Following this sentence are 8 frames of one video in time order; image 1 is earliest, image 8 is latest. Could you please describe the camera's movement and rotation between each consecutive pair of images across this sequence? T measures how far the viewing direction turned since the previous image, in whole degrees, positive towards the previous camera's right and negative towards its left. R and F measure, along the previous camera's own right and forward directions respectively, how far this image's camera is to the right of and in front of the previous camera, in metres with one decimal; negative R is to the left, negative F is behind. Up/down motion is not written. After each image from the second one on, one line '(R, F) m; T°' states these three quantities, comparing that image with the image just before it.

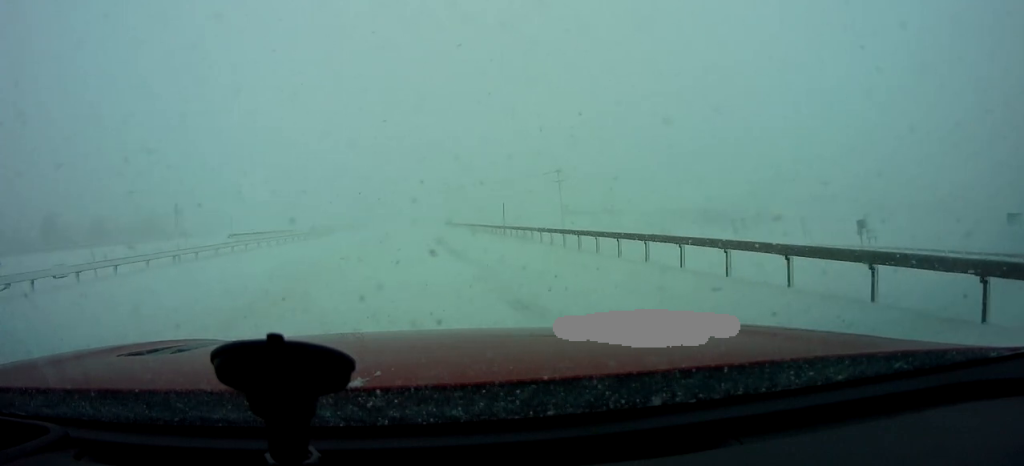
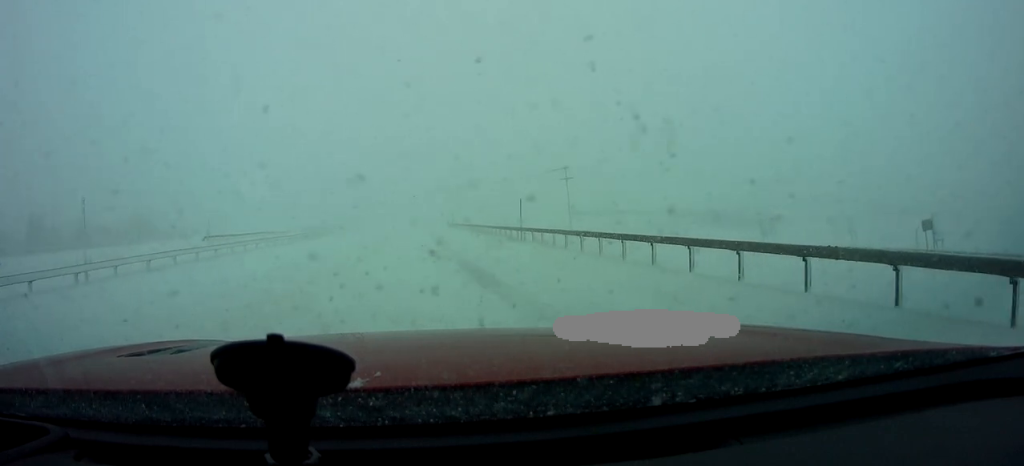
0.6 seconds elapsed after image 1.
(-0.1, +5.8) m; -1°
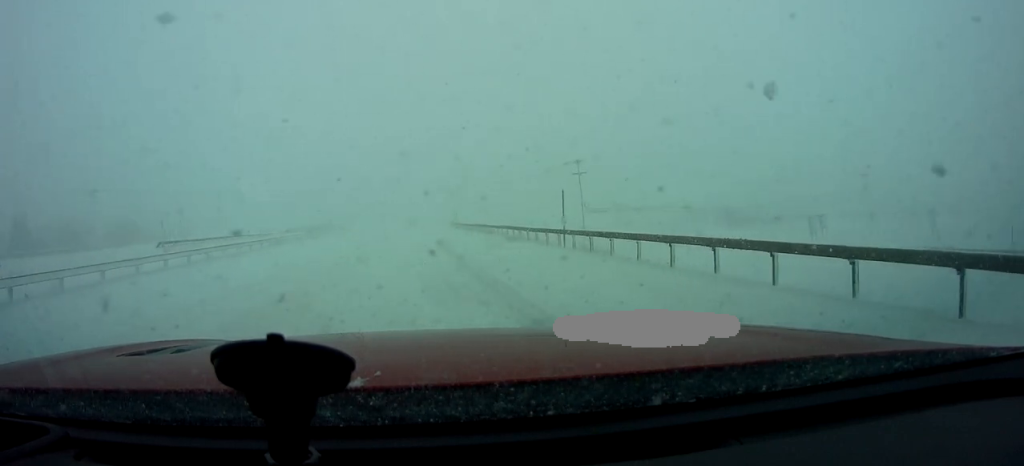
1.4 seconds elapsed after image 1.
(-0.1, +8.2) m; 0°
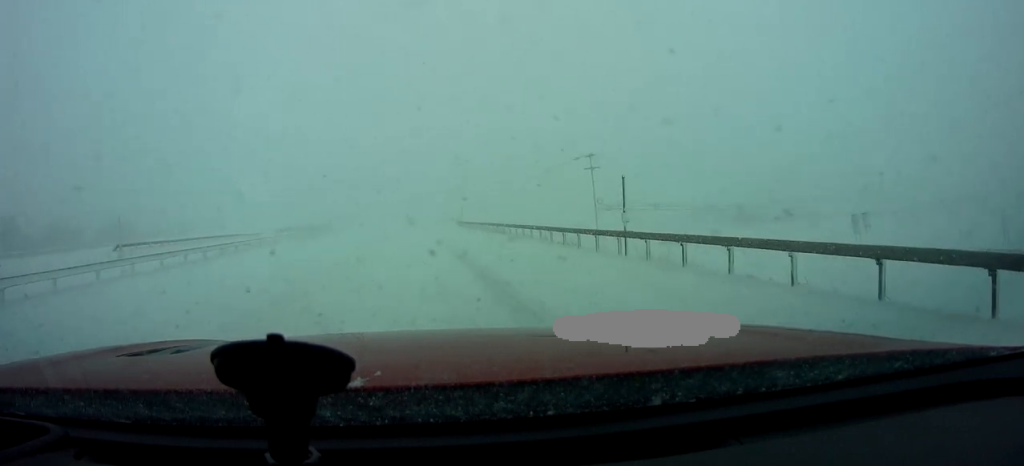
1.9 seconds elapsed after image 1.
(0.0, +5.9) m; +1°
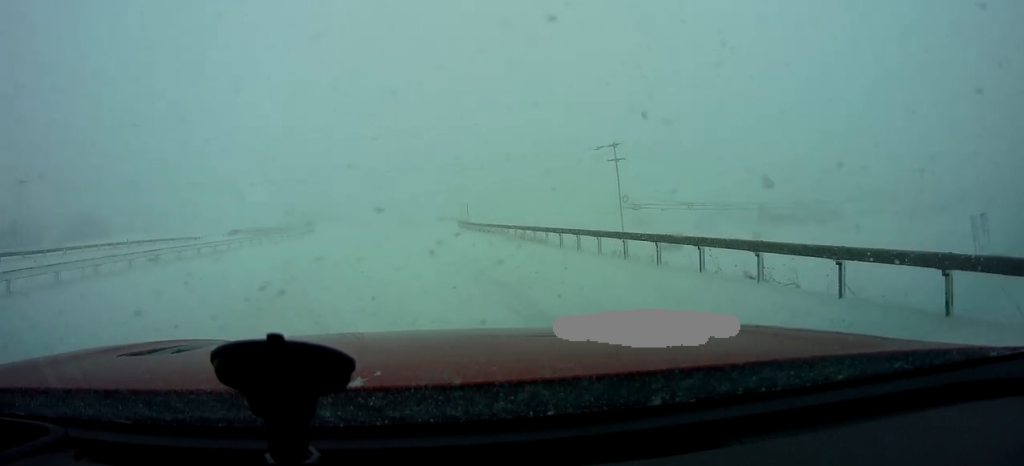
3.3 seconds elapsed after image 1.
(+0.2, +14.2) m; 0°
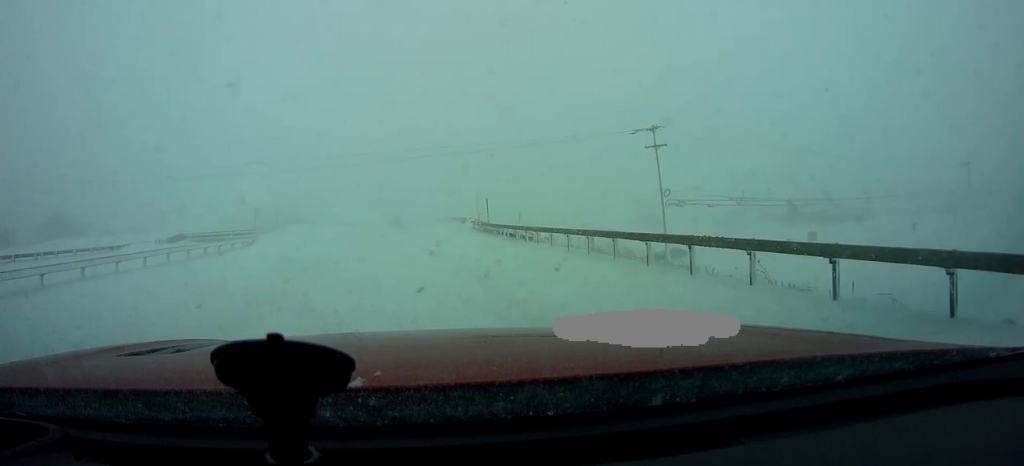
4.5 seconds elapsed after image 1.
(0.0, +12.8) m; 0°
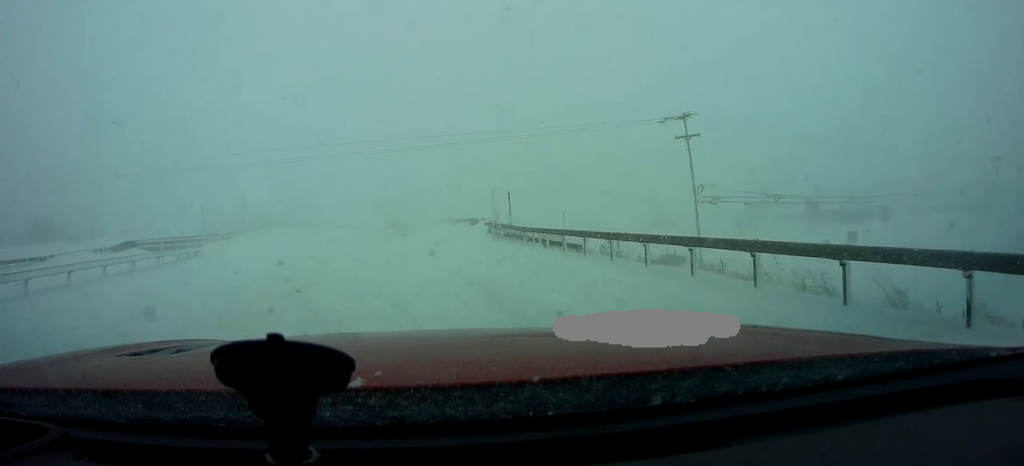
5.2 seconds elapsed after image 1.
(+0.1, +7.6) m; 0°
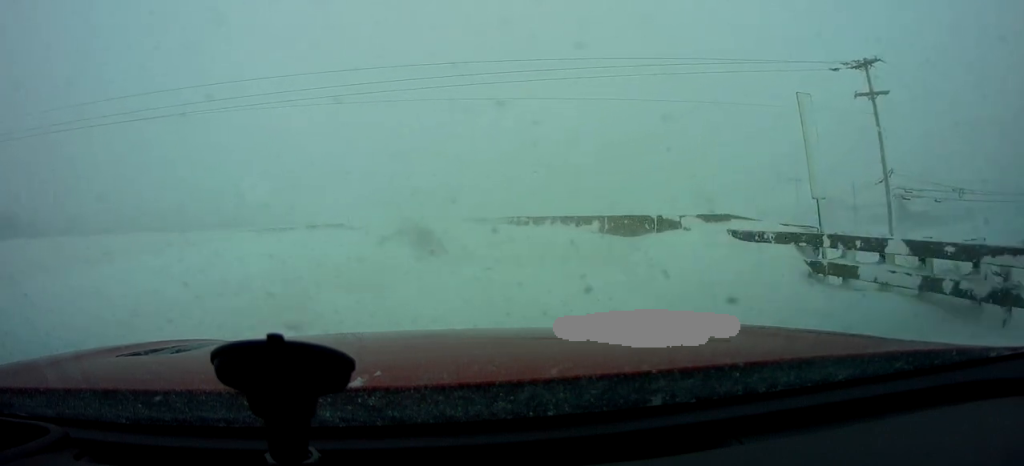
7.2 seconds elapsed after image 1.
(+0.1, +22.0) m; +1°
